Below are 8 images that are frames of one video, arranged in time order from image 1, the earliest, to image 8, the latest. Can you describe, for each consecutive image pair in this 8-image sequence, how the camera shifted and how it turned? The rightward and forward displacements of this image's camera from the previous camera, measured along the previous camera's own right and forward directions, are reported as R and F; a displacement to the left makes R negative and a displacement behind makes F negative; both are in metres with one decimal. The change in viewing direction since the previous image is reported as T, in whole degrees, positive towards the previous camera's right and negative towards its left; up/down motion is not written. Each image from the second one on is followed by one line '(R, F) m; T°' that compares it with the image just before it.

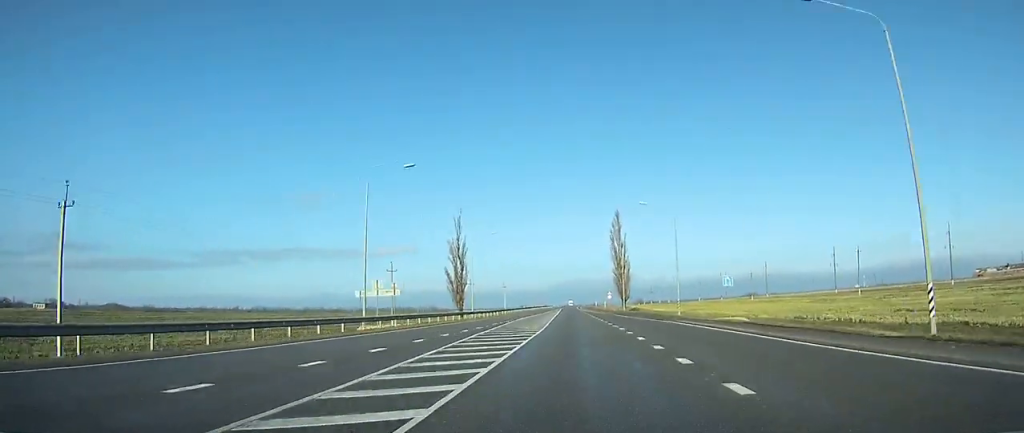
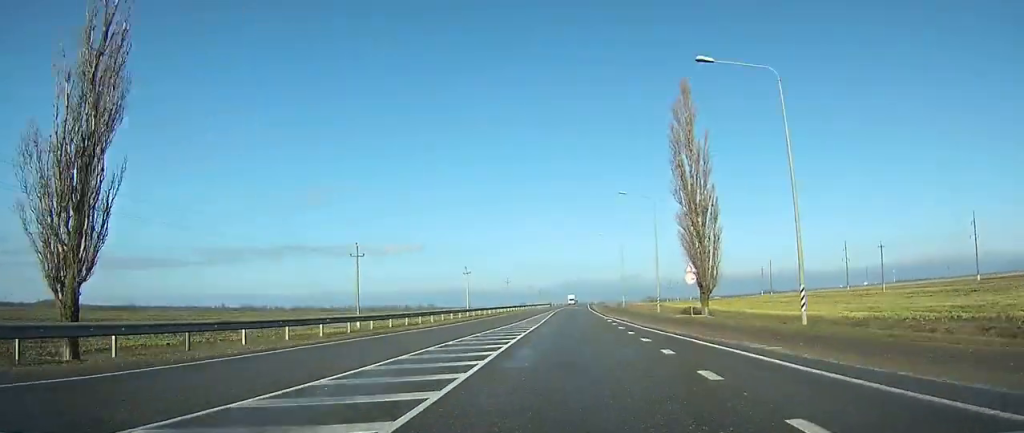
(-0.3, +75.9) m; 0°
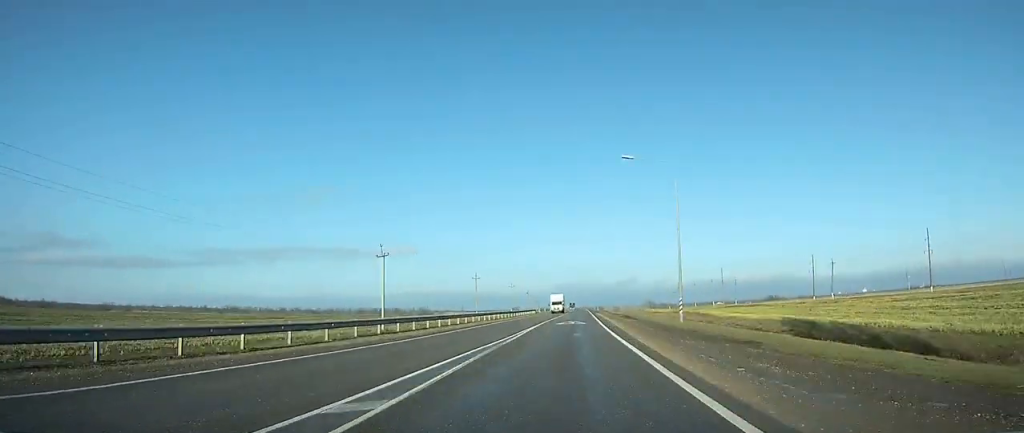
(+0.2, +50.0) m; 0°
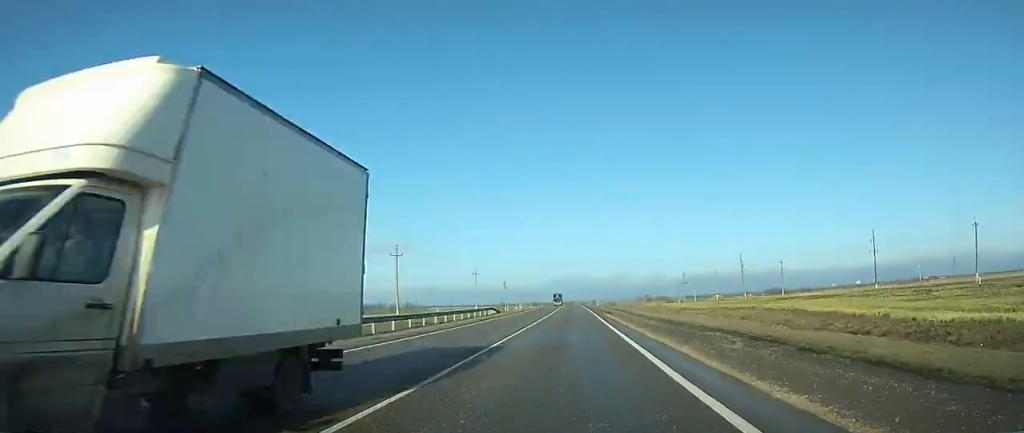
(+0.2, +50.3) m; 0°
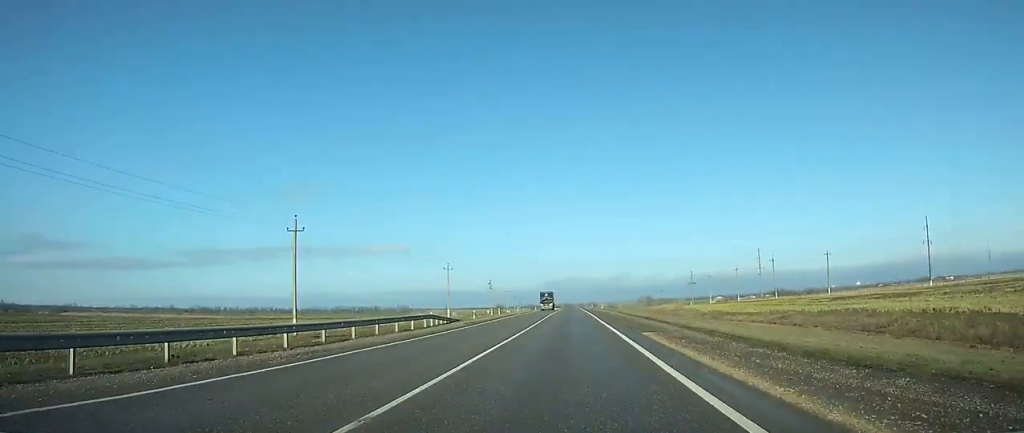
(+0.1, +27.0) m; 0°
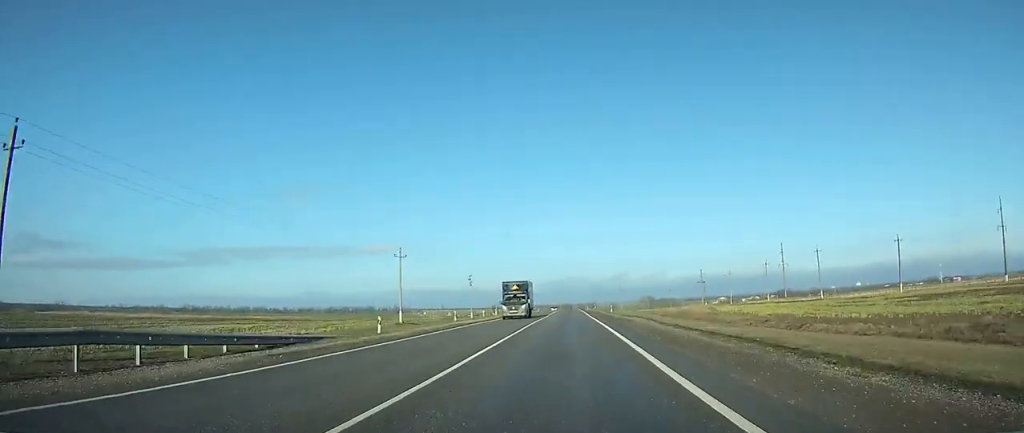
(0.0, +27.0) m; 0°
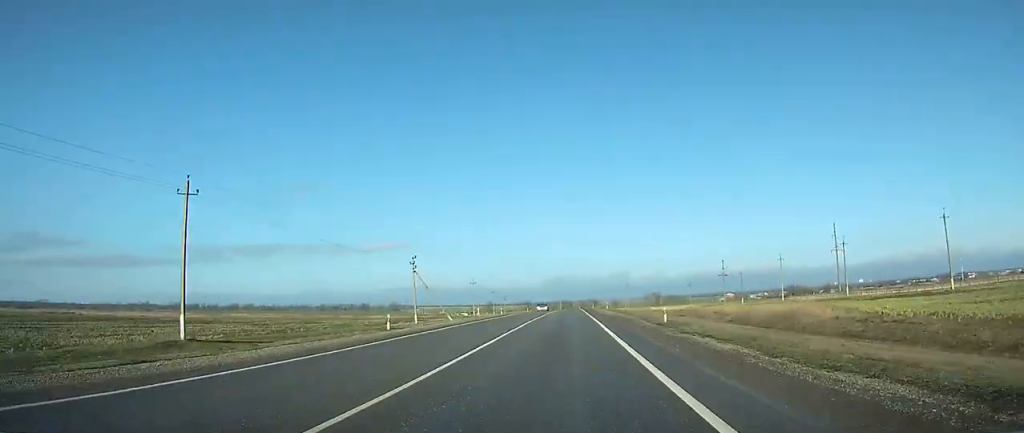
(+0.1, +42.1) m; 0°
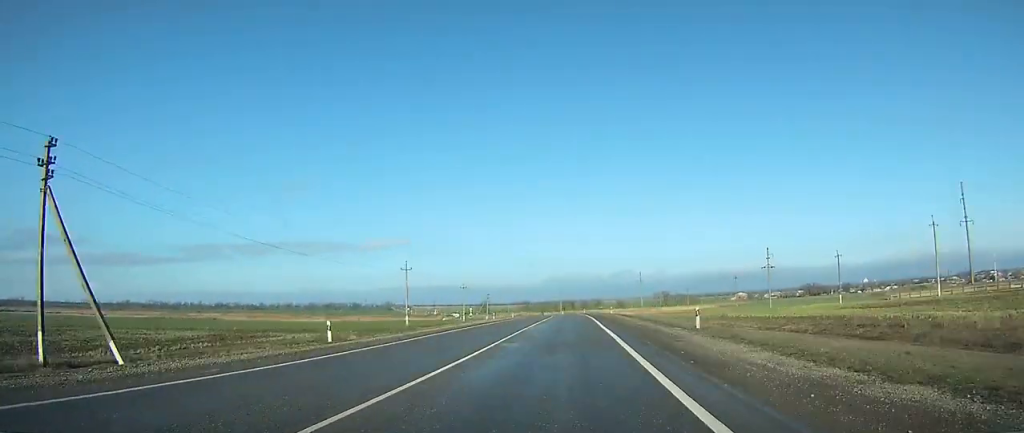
(-0.2, +57.0) m; -1°
